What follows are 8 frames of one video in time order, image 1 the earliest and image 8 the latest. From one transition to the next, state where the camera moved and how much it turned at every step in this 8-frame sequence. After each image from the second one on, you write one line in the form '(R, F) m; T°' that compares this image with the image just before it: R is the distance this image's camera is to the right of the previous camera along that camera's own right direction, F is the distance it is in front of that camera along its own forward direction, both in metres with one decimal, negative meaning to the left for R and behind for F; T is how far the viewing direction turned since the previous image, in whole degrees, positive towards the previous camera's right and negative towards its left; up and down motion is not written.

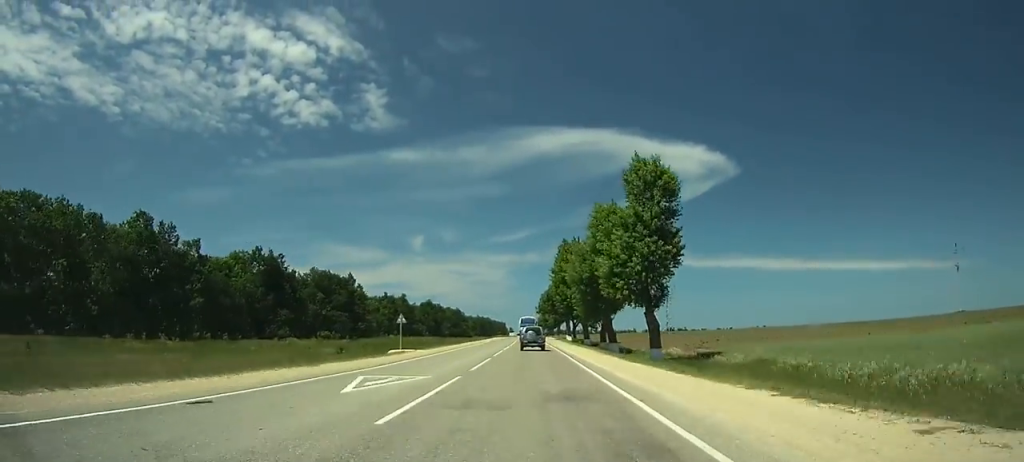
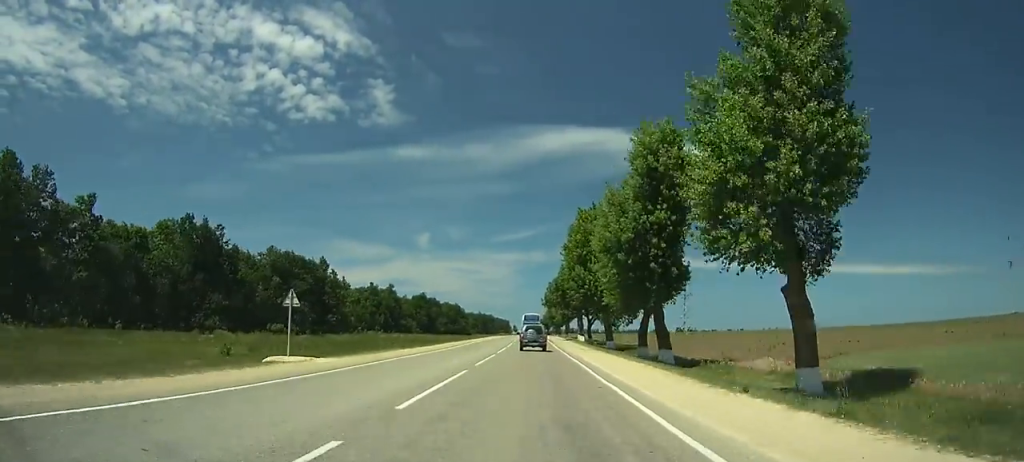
(-0.2, +22.3) m; -1°
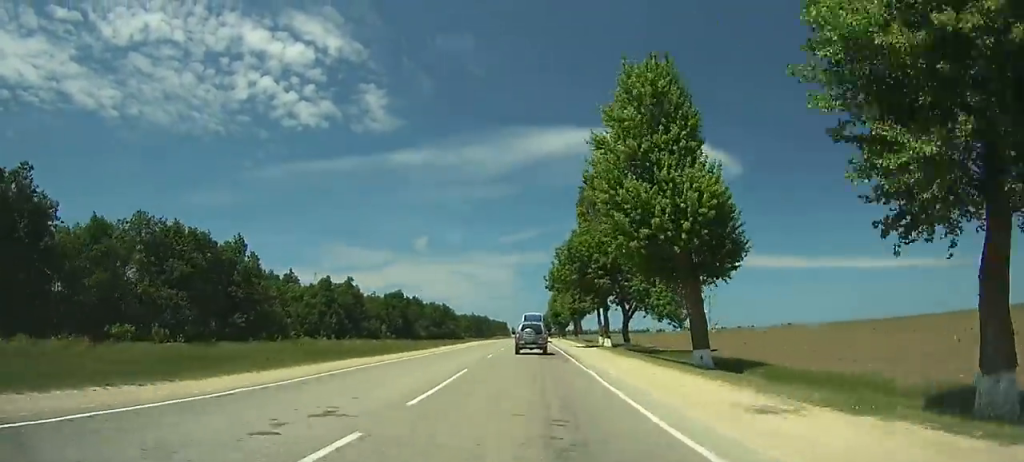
(-0.2, +34.5) m; 0°
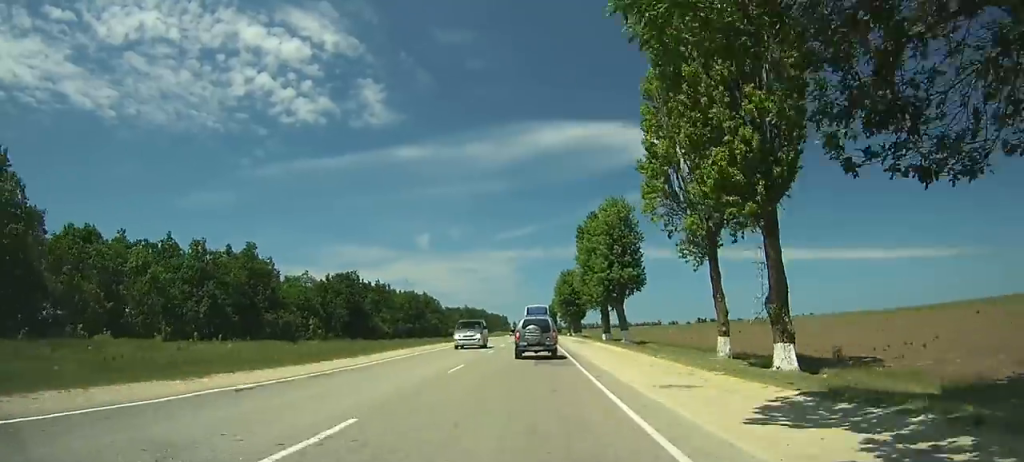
(+0.3, +45.9) m; 0°
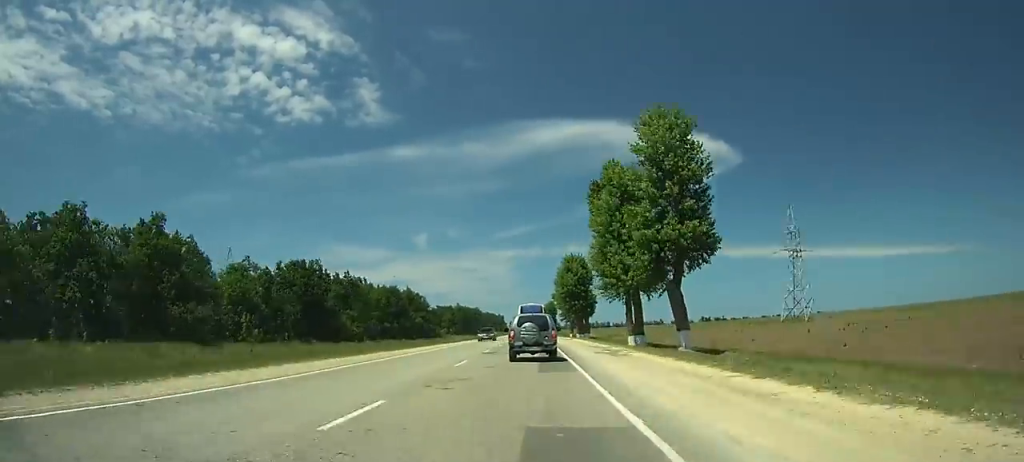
(-0.2, +21.3) m; 0°
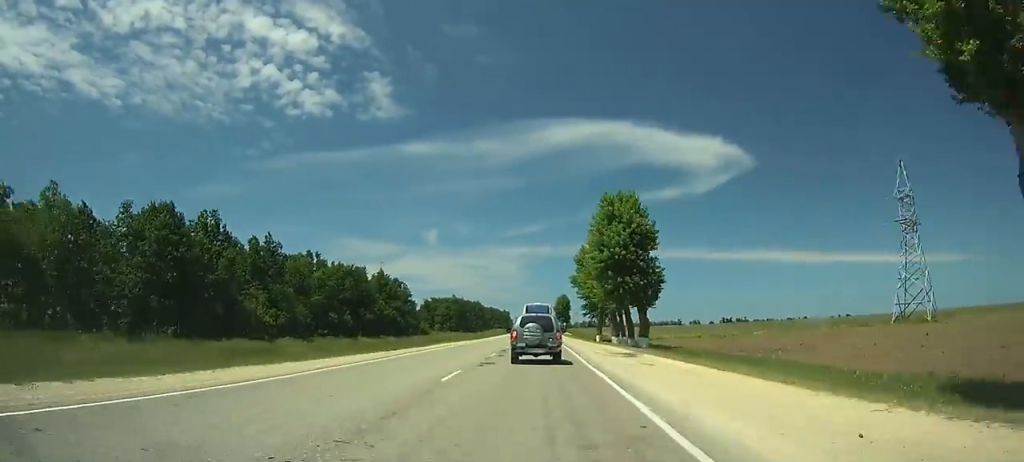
(-0.4, +42.1) m; -1°
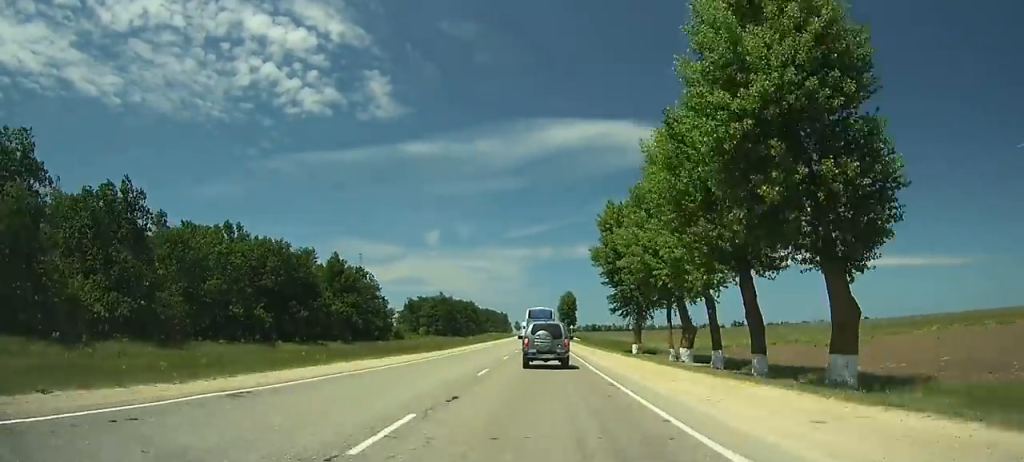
(0.0, +32.3) m; 0°
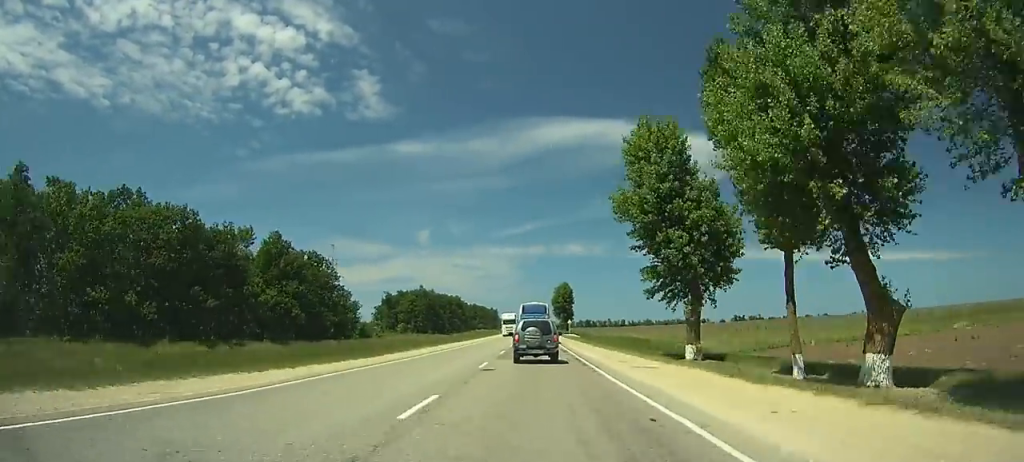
(0.0, +21.5) m; +1°
